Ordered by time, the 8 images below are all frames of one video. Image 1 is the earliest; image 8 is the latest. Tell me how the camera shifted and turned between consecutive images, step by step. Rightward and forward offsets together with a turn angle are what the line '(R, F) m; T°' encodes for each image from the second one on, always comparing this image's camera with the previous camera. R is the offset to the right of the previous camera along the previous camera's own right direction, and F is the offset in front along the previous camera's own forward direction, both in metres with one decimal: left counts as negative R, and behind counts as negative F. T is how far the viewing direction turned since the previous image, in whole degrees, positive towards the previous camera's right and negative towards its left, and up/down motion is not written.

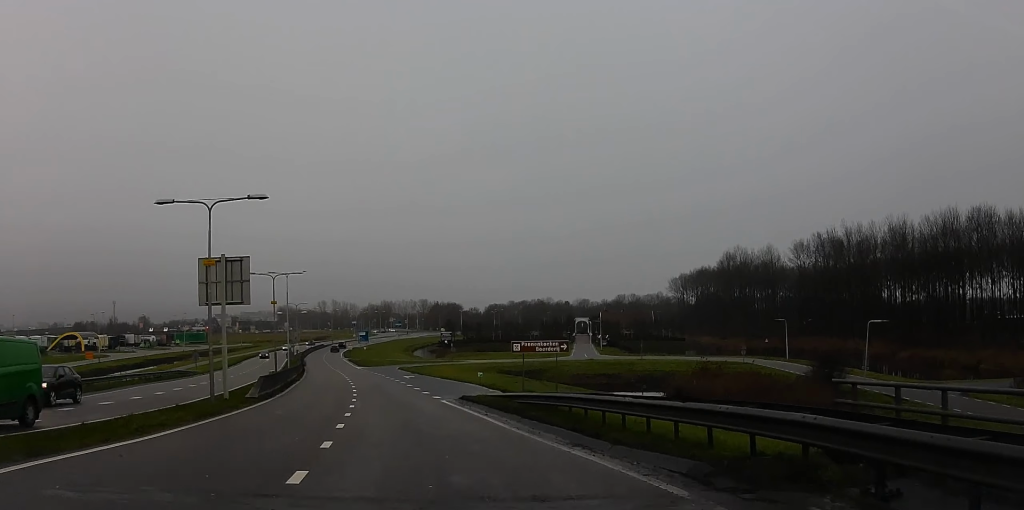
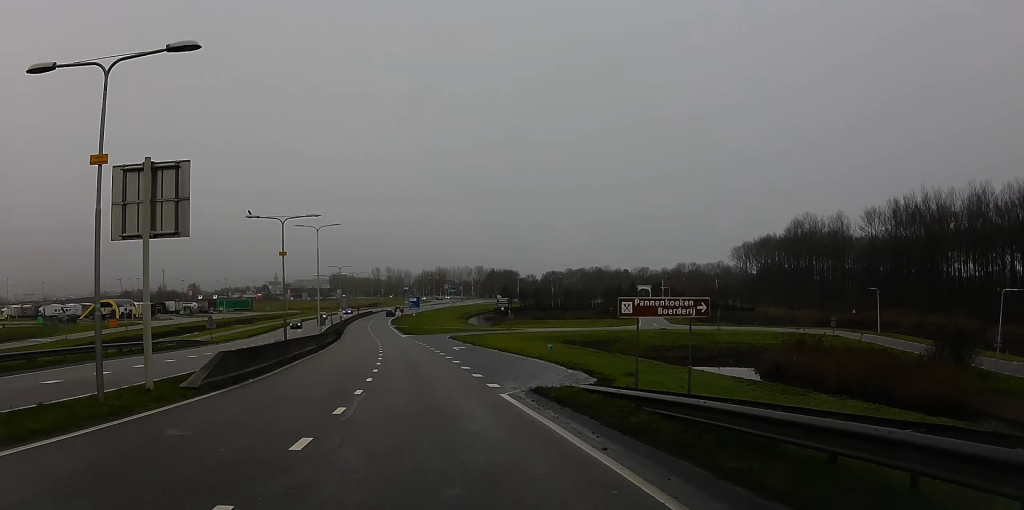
(-0.8, +11.5) m; -6°
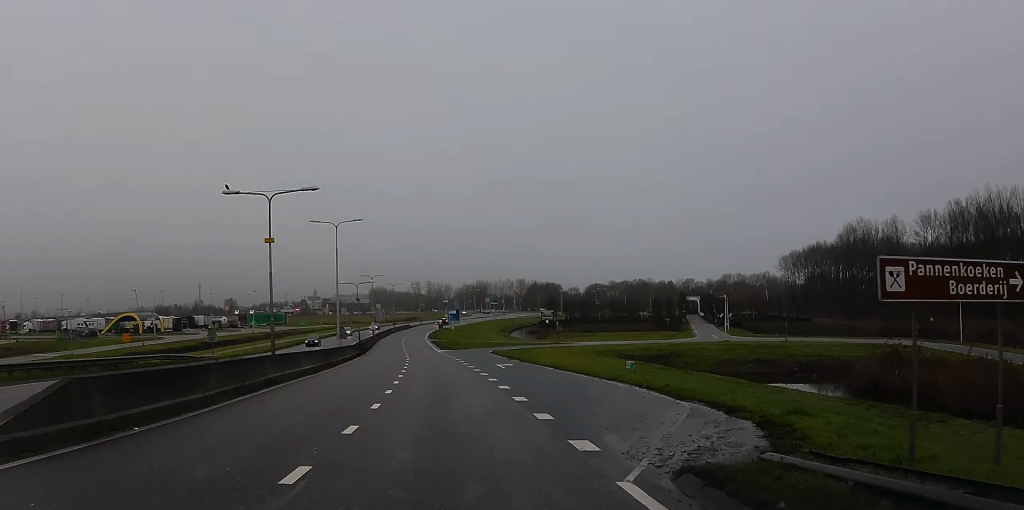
(-0.3, +10.2) m; -3°
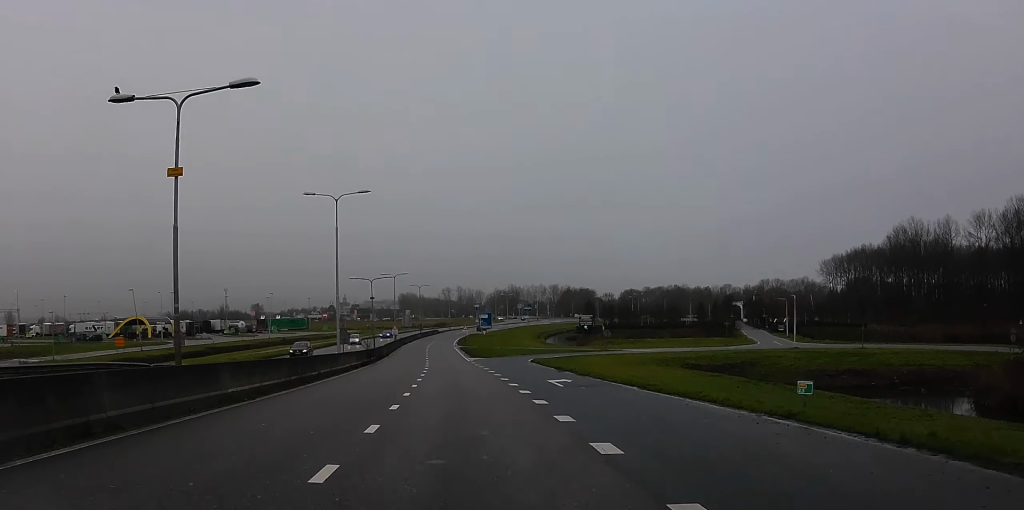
(-0.4, +12.5) m; 0°
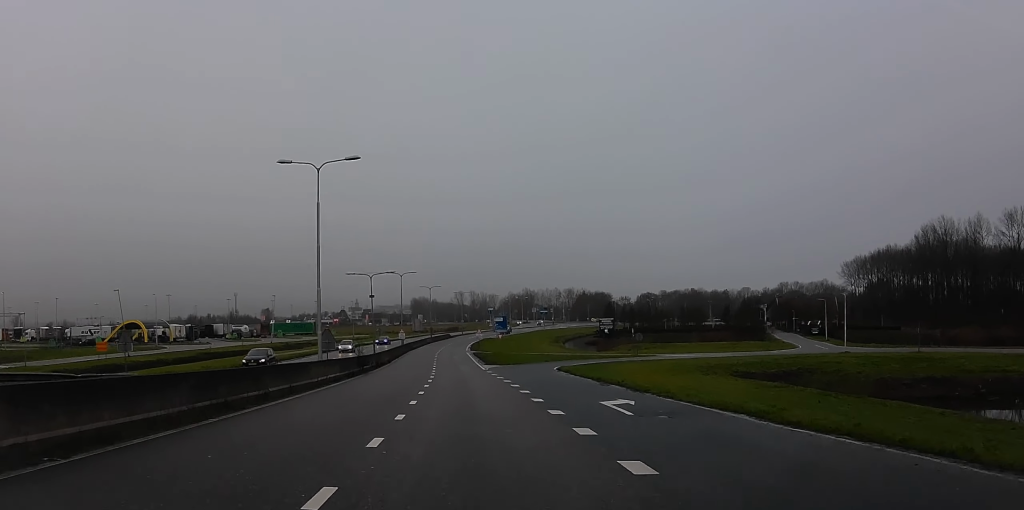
(+0.2, +9.1) m; +1°
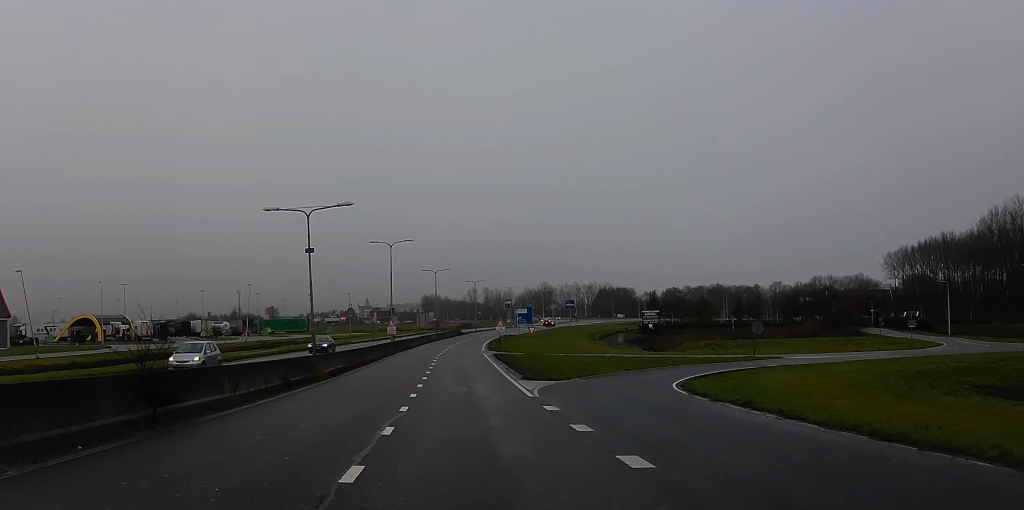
(+0.3, +27.8) m; -2°
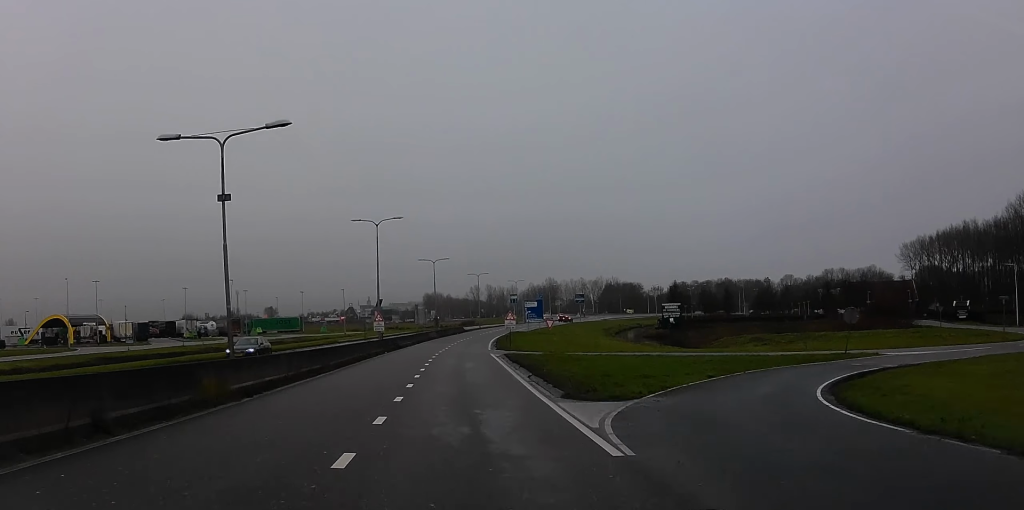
(-0.3, +11.5) m; -1°
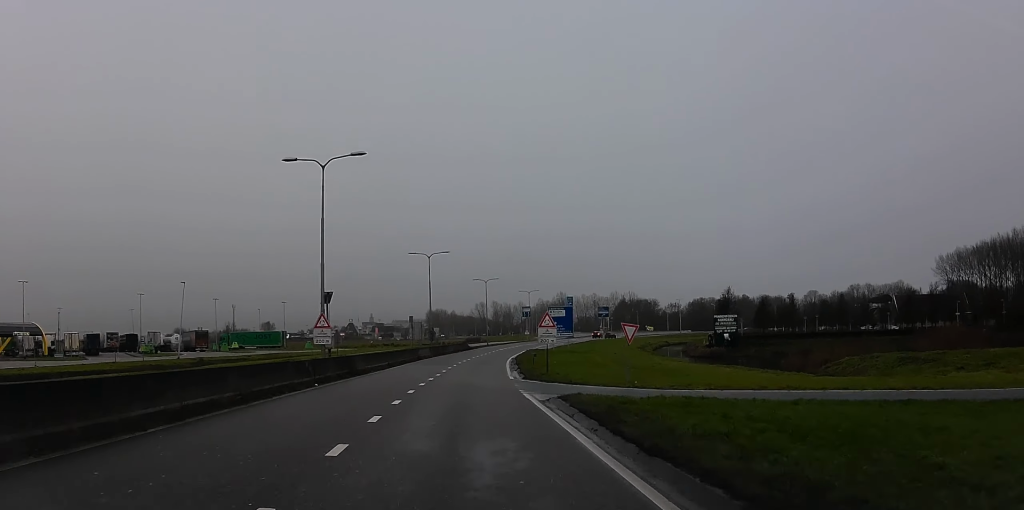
(-0.1, +24.1) m; +1°
